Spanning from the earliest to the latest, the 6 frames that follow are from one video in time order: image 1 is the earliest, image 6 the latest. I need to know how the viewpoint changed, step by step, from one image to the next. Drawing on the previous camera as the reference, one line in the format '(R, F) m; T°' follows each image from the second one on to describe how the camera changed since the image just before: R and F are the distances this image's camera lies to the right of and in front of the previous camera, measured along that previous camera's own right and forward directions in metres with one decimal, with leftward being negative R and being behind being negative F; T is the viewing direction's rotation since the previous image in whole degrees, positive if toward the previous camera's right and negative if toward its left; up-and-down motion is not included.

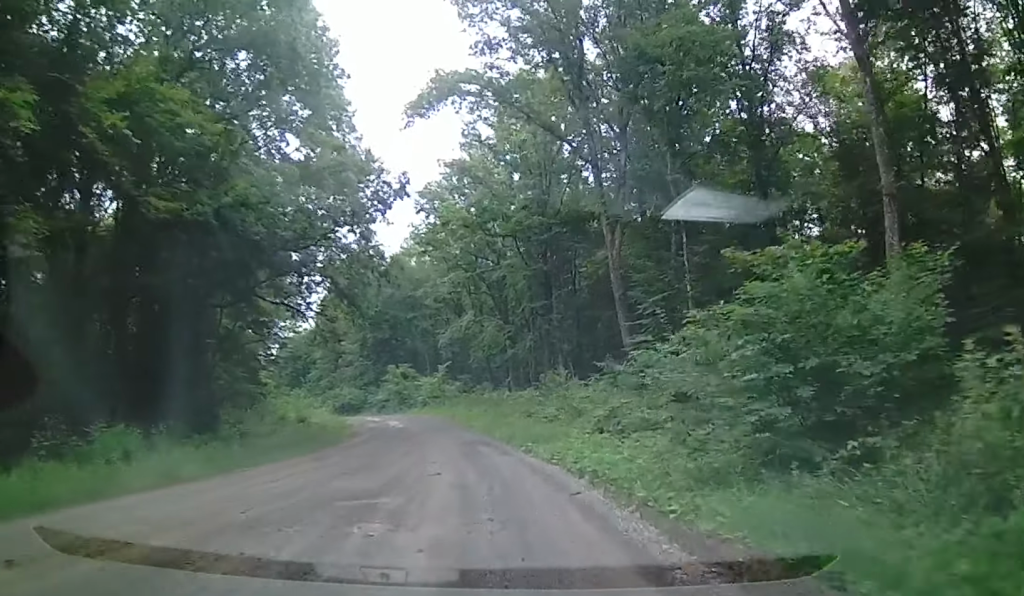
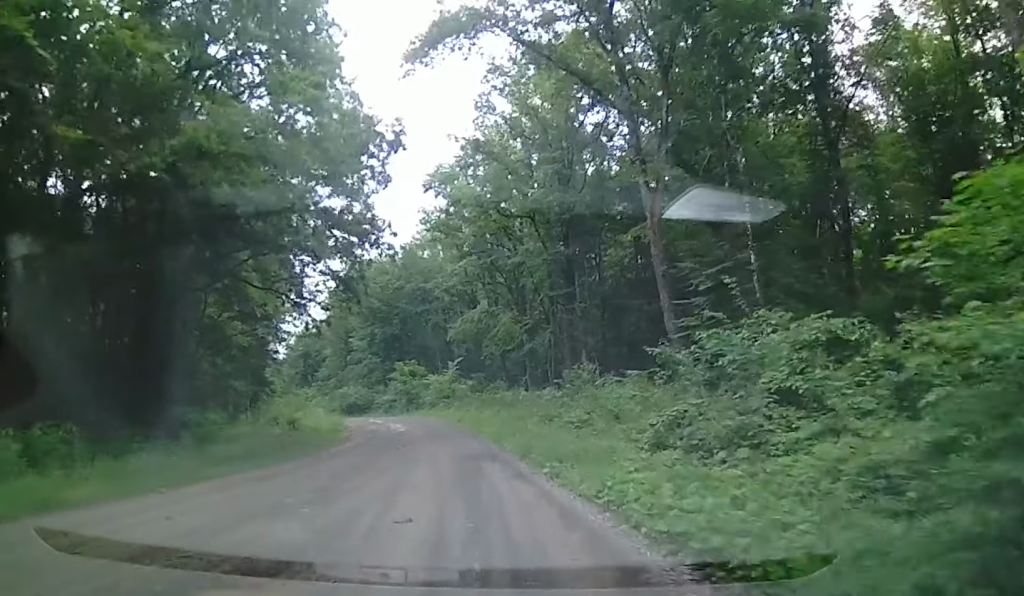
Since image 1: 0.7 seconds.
(-0.1, +5.1) m; -1°
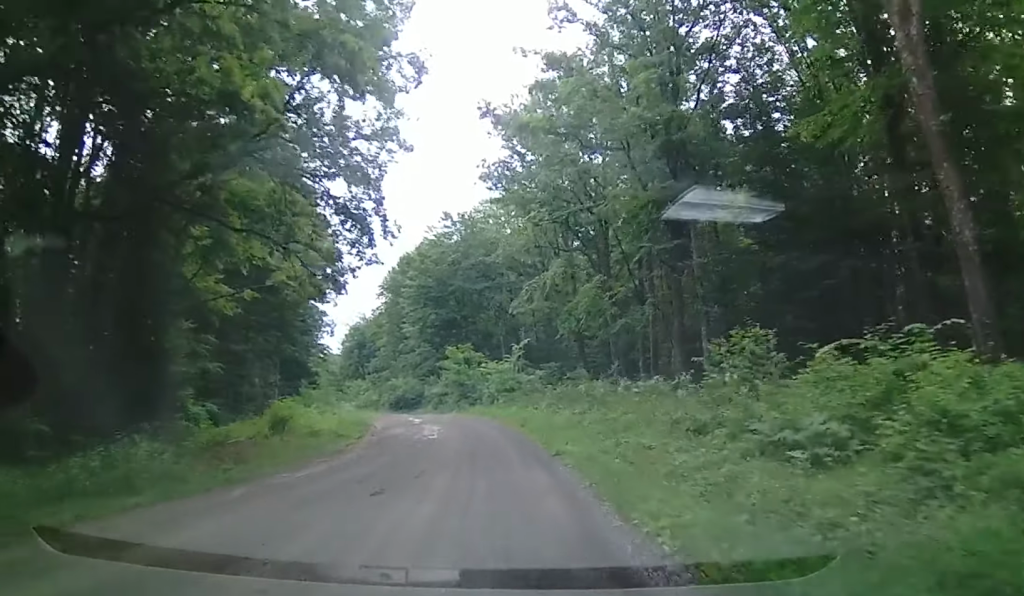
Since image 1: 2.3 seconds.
(0.0, +12.8) m; -1°
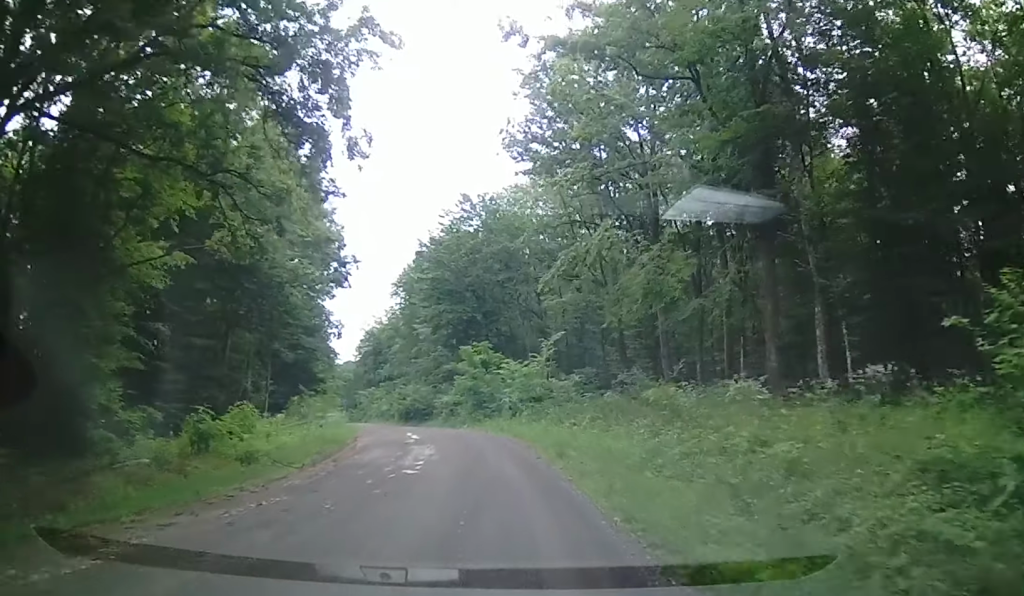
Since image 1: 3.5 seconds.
(-0.1, +9.0) m; -1°
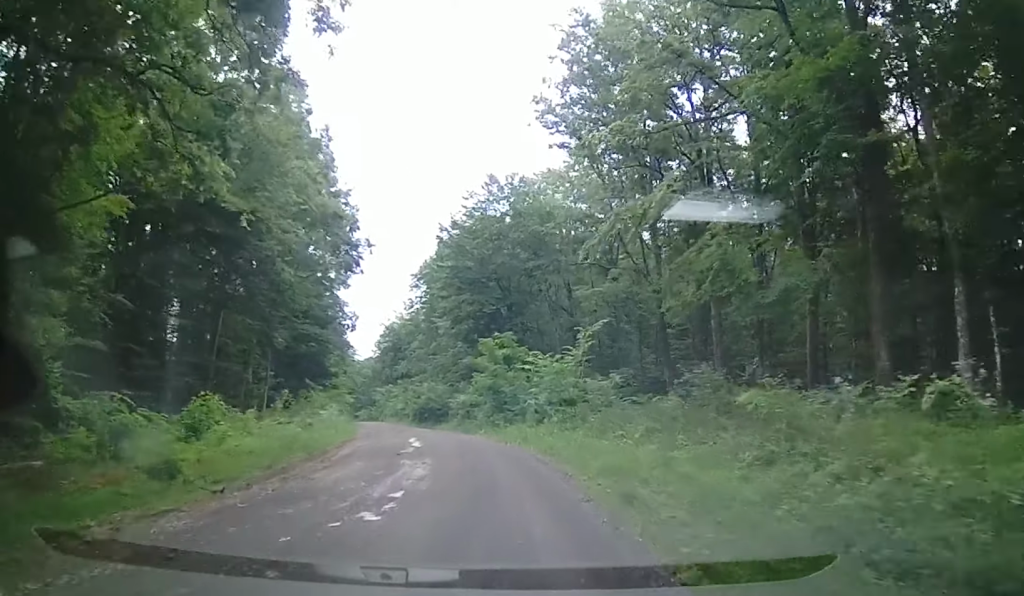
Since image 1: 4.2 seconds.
(0.0, +5.6) m; -3°
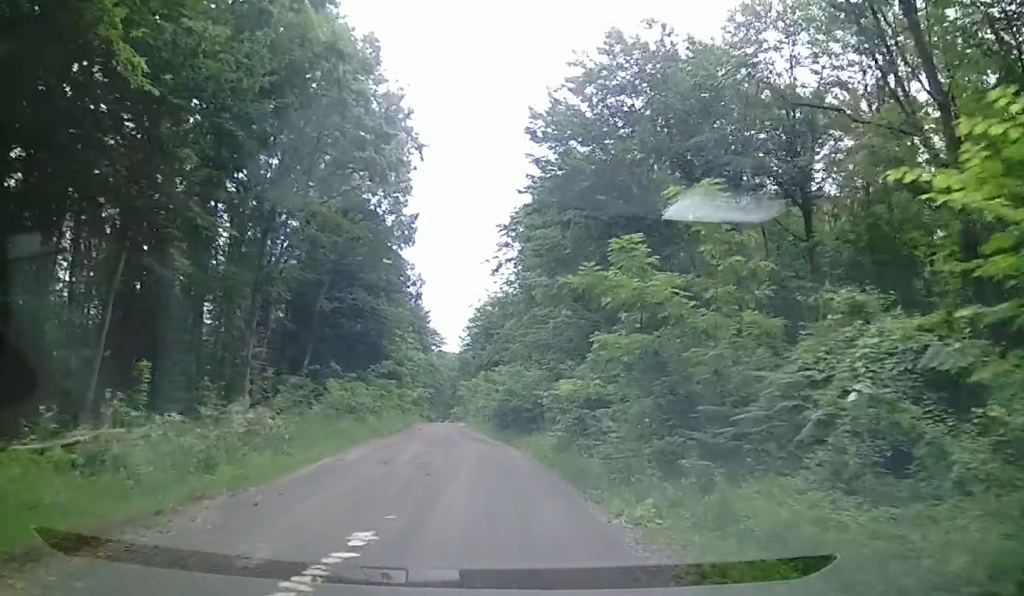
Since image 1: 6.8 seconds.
(-1.6, +21.3) m; -9°
